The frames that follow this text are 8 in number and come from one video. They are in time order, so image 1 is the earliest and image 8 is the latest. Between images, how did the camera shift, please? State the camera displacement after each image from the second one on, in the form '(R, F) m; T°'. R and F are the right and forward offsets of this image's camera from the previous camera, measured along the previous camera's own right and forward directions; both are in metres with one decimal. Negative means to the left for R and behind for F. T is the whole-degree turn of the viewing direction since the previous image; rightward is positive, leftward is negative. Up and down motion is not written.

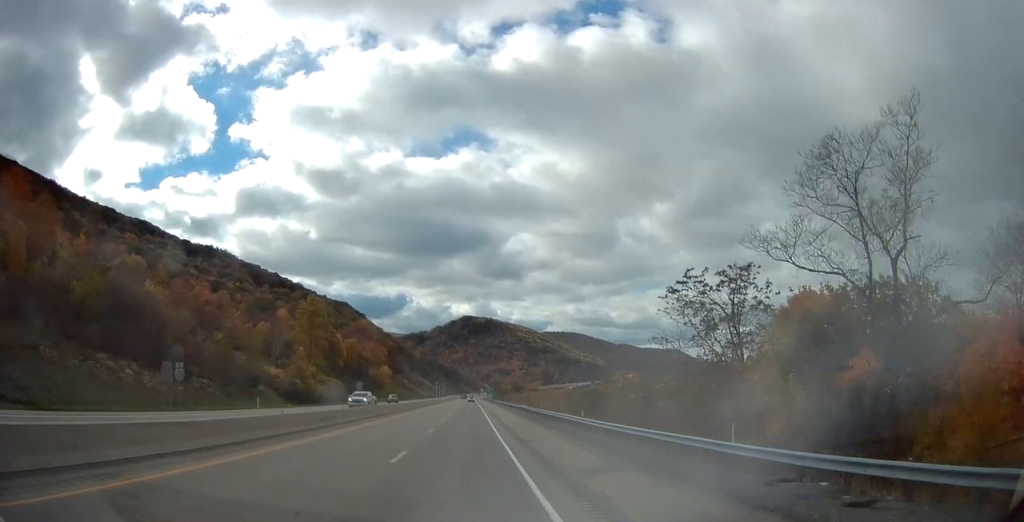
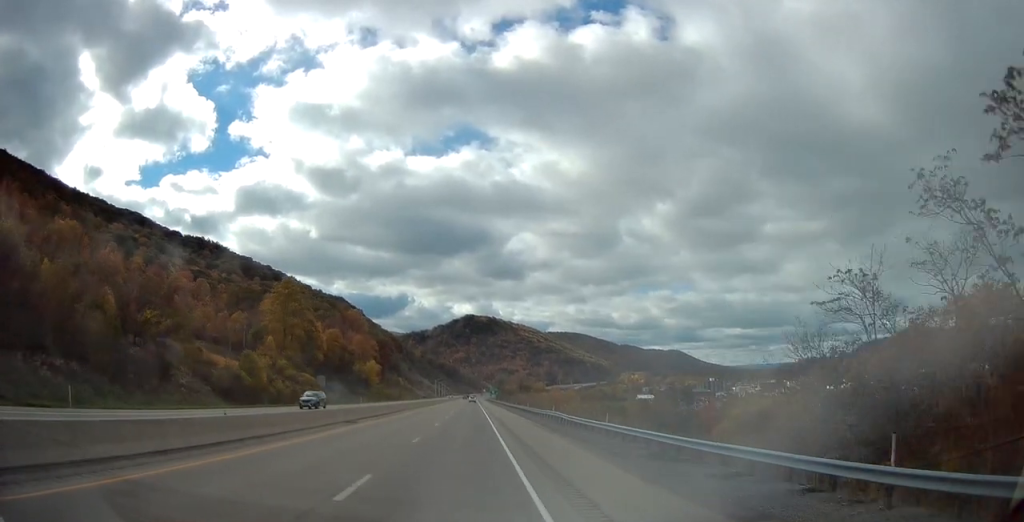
(0.0, +30.0) m; 0°
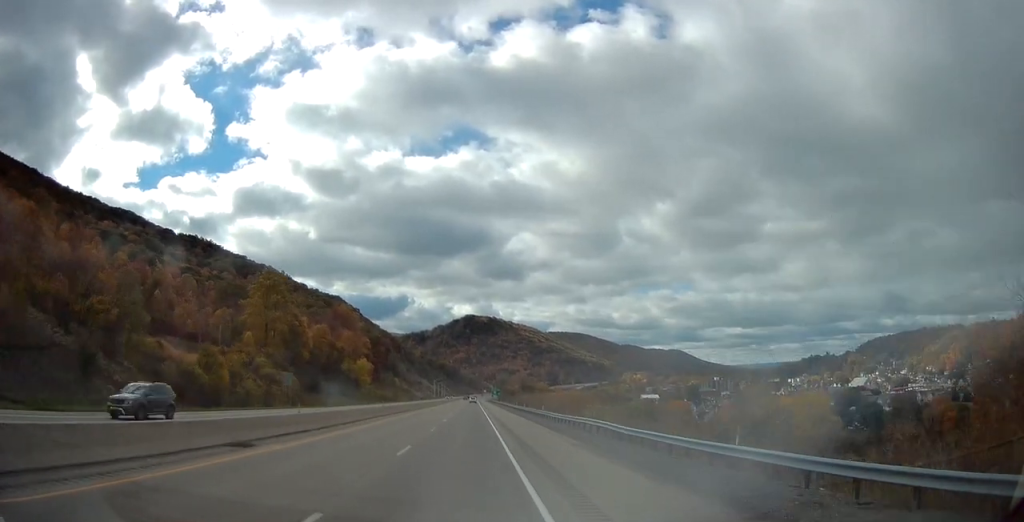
(0.0, +16.0) m; 0°
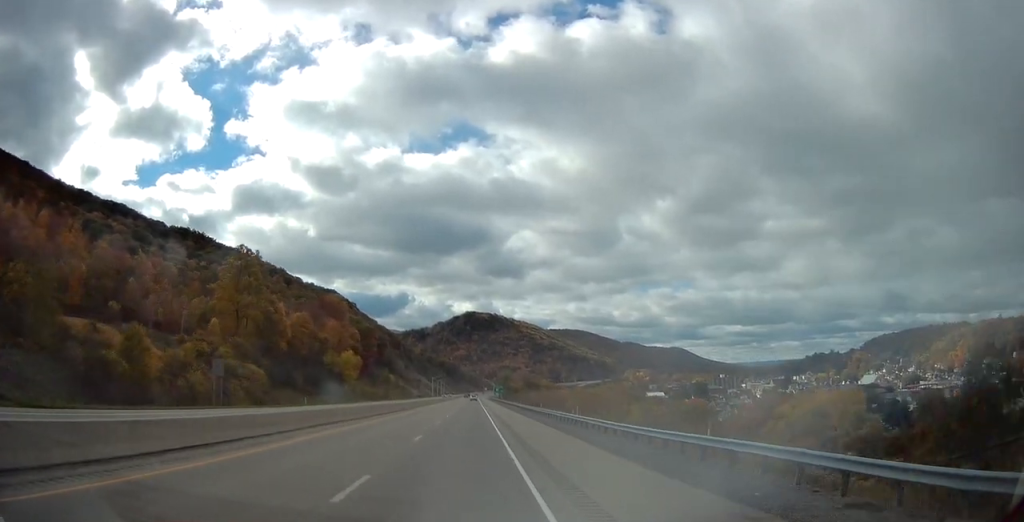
(0.0, +20.3) m; 0°
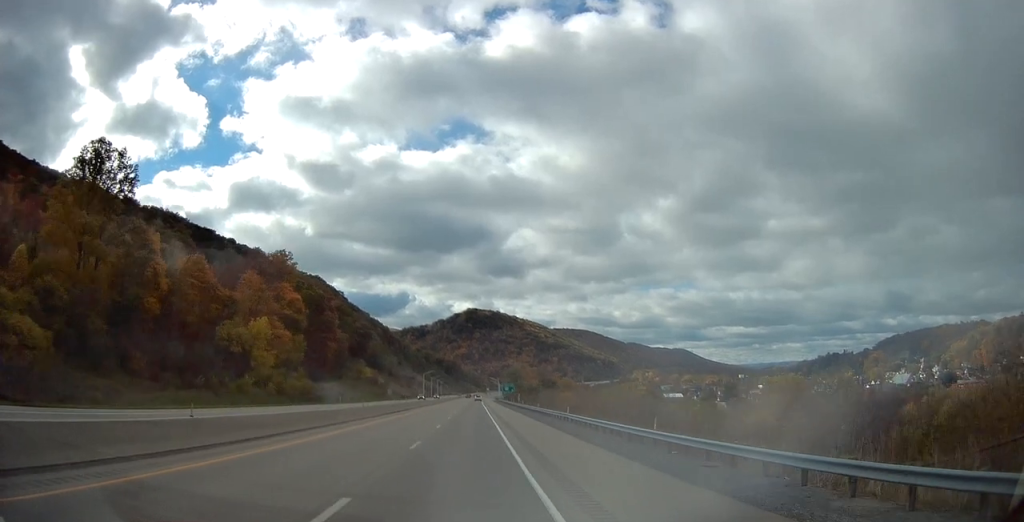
(0.0, +63.2) m; 0°
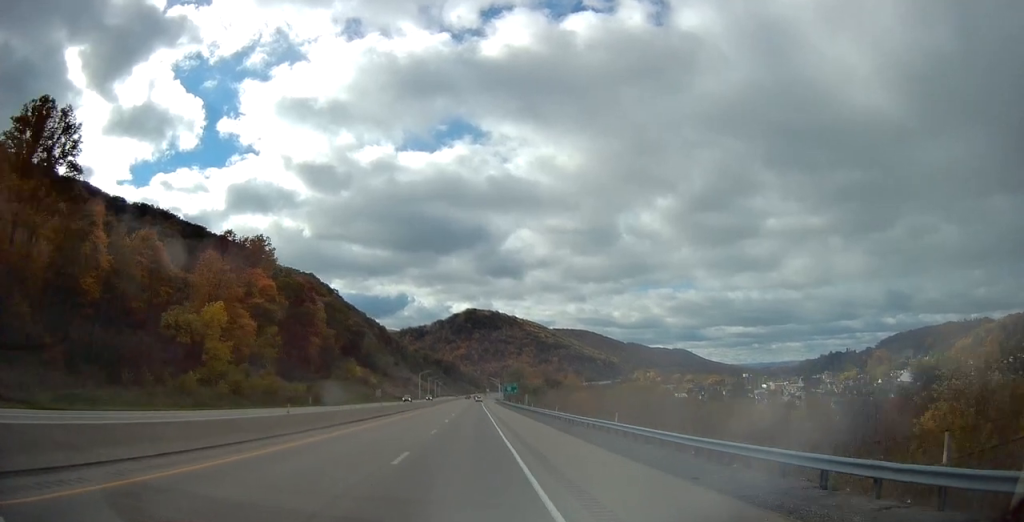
(0.0, +16.1) m; 0°
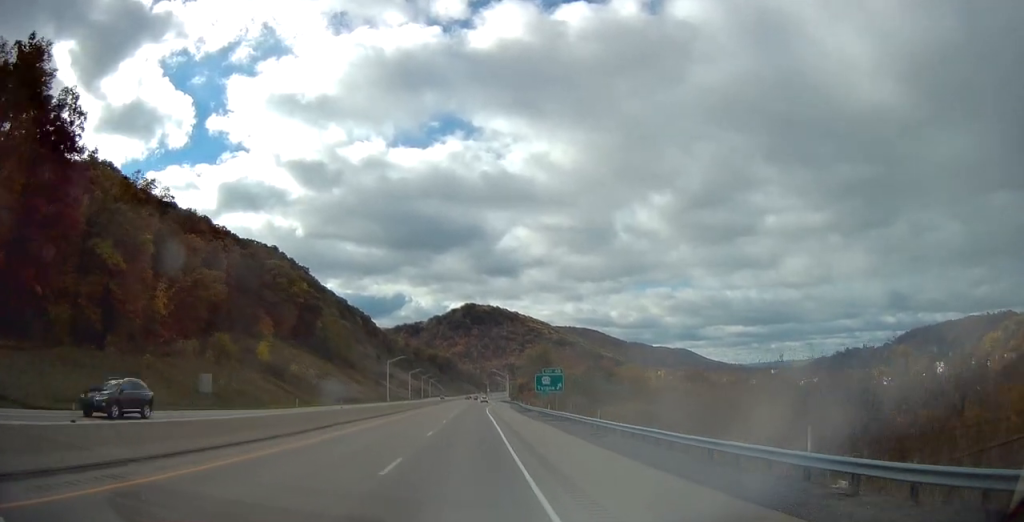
(0.0, +86.8) m; 0°
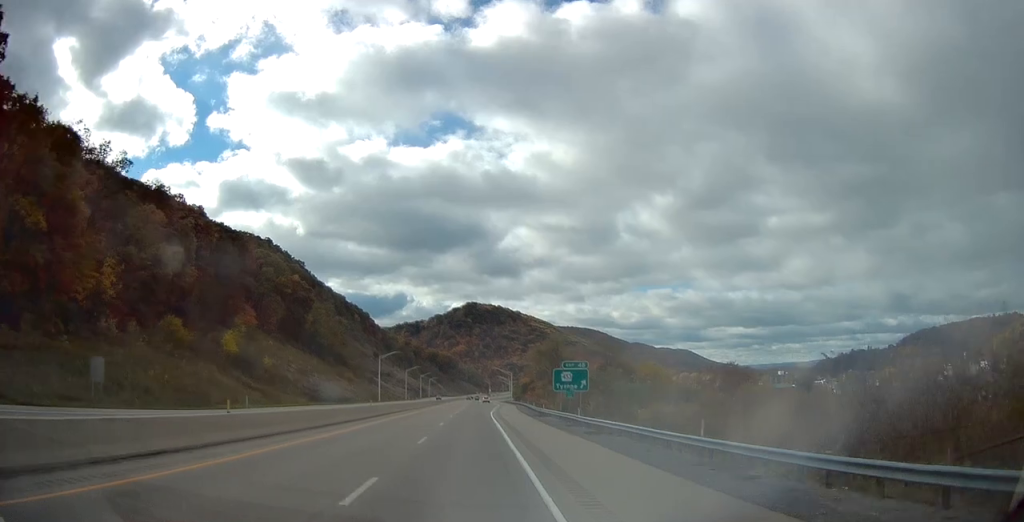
(0.0, +16.1) m; 0°
